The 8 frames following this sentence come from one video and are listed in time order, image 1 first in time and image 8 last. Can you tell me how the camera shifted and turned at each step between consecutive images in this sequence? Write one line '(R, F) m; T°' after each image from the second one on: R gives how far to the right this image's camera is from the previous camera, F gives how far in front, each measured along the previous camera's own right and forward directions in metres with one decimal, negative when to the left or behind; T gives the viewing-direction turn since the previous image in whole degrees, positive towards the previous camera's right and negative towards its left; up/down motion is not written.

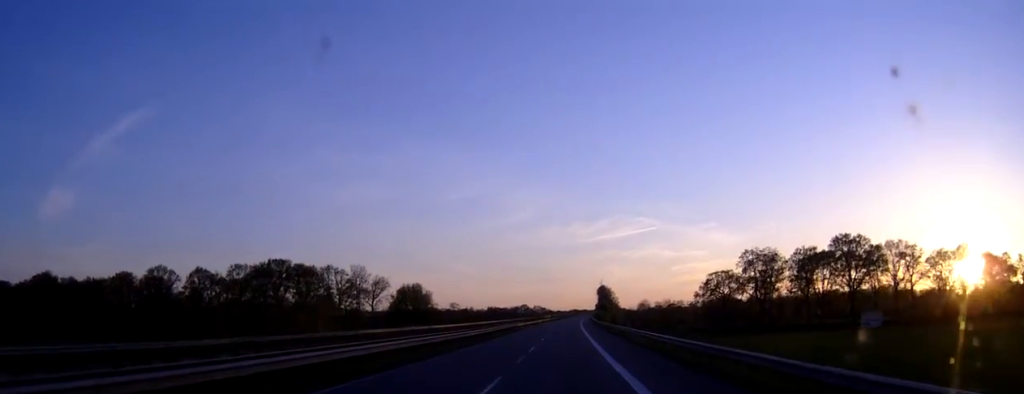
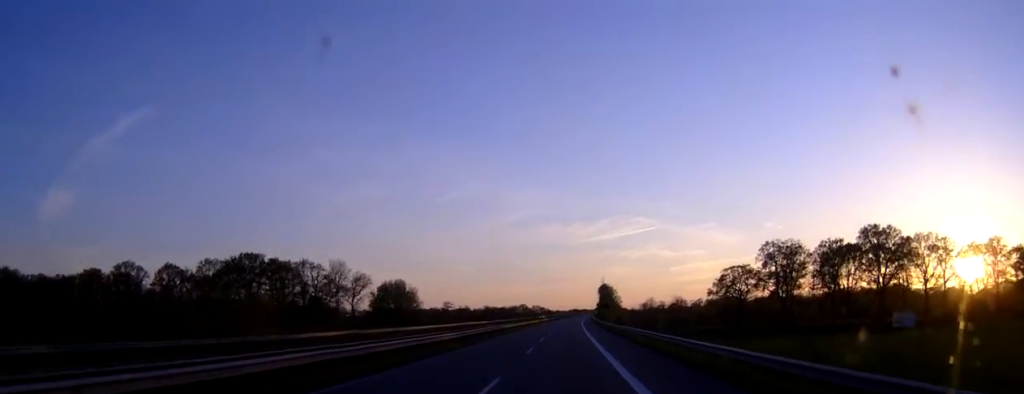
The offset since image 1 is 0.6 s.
(0.0, +17.5) m; 0°
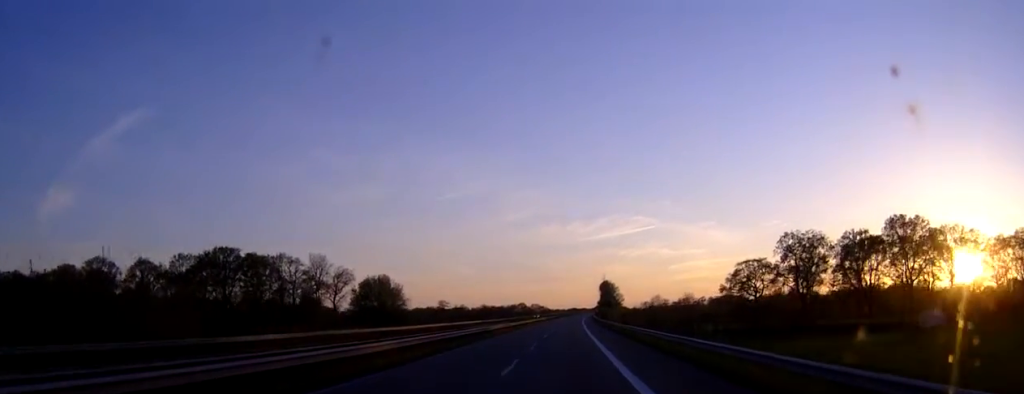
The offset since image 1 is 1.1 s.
(0.0, +13.6) m; 0°
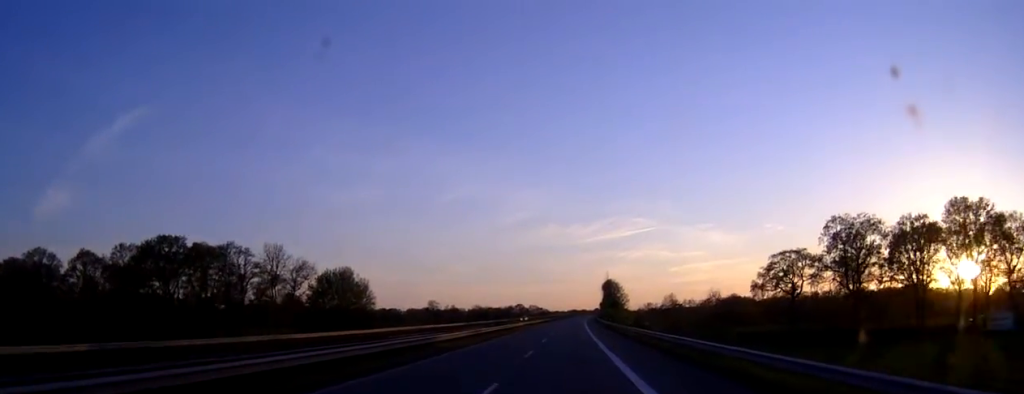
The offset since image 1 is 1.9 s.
(+0.1, +25.1) m; 0°
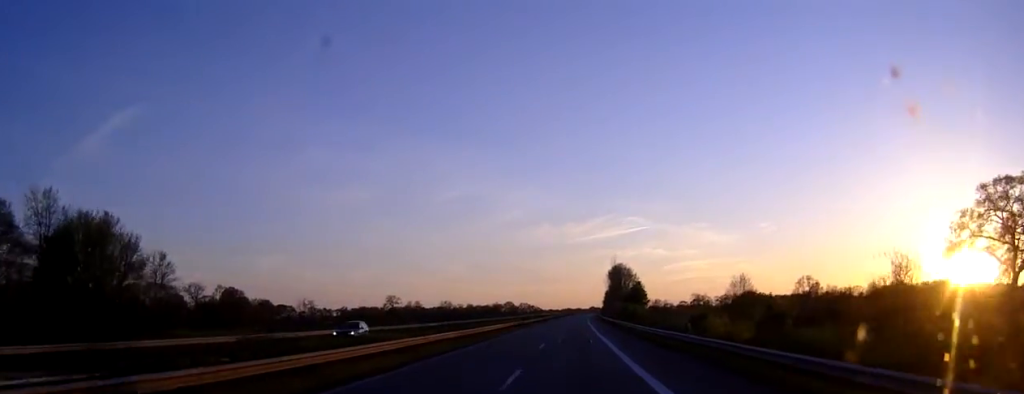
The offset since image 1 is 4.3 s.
(+0.1, +67.6) m; 0°
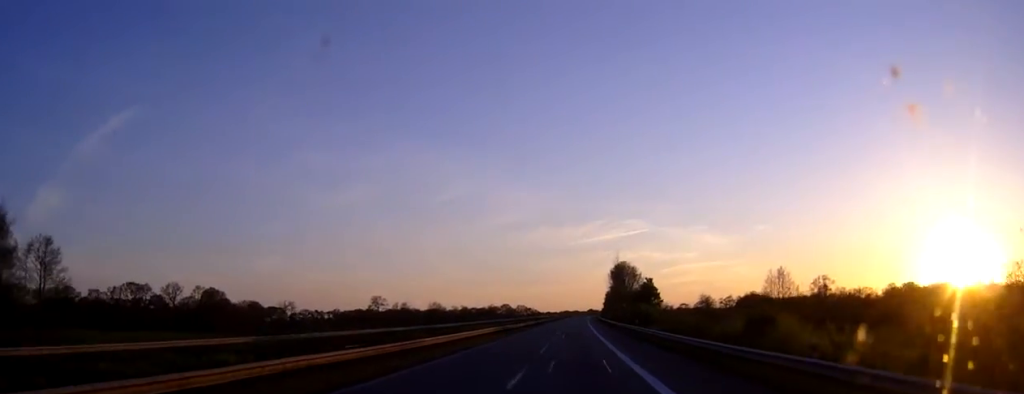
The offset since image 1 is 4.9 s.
(0.0, +17.3) m; 0°
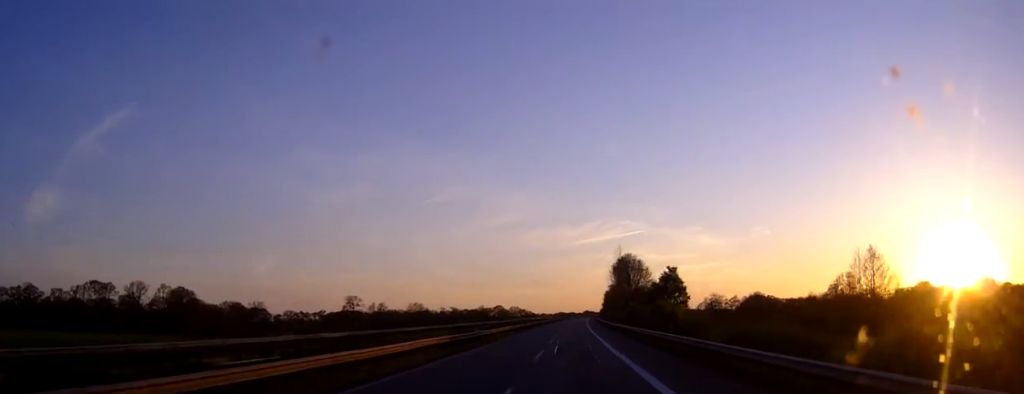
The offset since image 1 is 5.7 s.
(0.0, +24.0) m; 0°
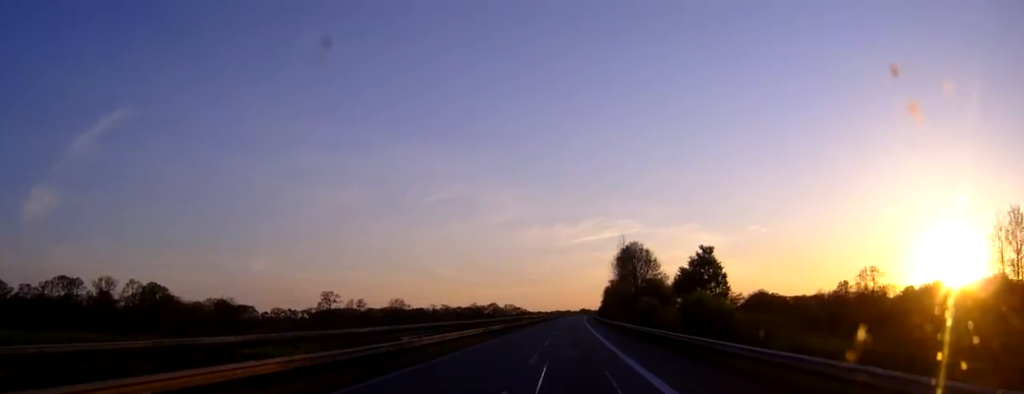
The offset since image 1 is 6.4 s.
(0.0, +19.1) m; 0°
